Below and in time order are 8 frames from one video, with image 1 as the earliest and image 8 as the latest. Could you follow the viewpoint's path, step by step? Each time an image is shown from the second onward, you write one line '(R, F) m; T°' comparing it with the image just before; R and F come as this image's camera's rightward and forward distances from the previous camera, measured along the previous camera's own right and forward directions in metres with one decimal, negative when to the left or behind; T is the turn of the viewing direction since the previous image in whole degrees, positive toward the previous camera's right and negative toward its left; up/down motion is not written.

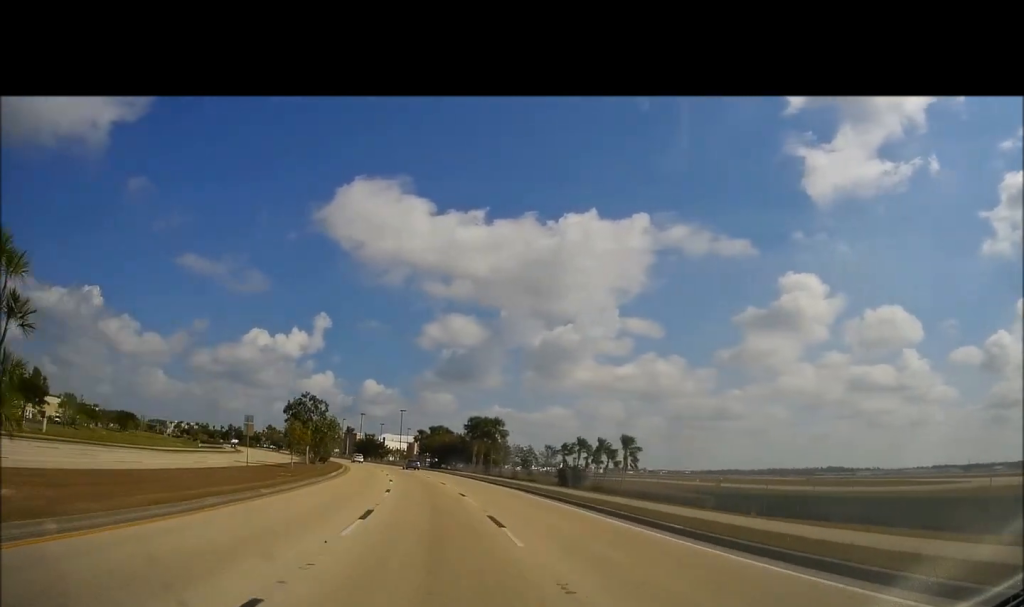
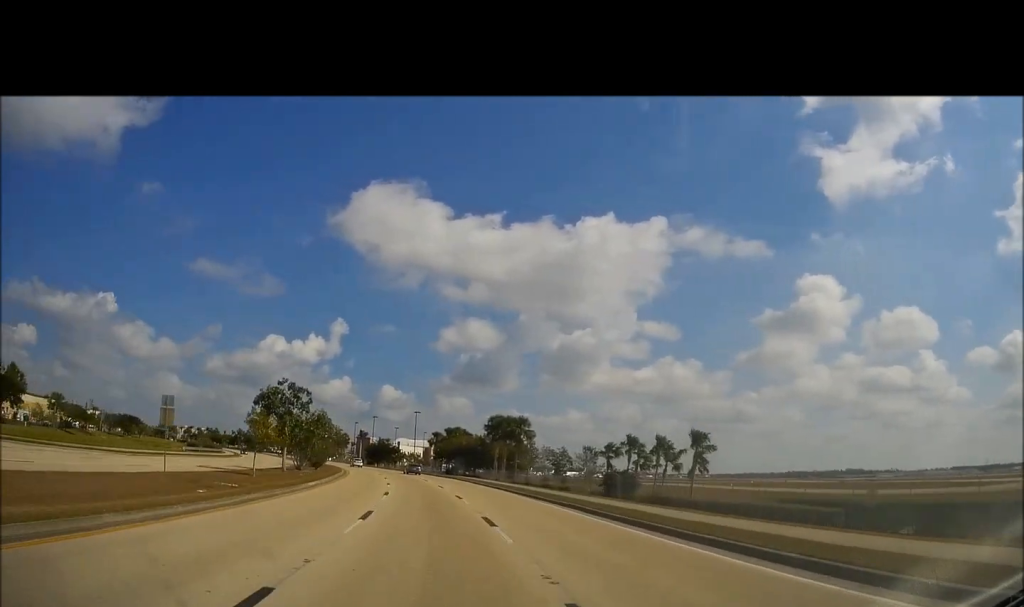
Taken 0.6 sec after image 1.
(-0.2, +11.2) m; -2°
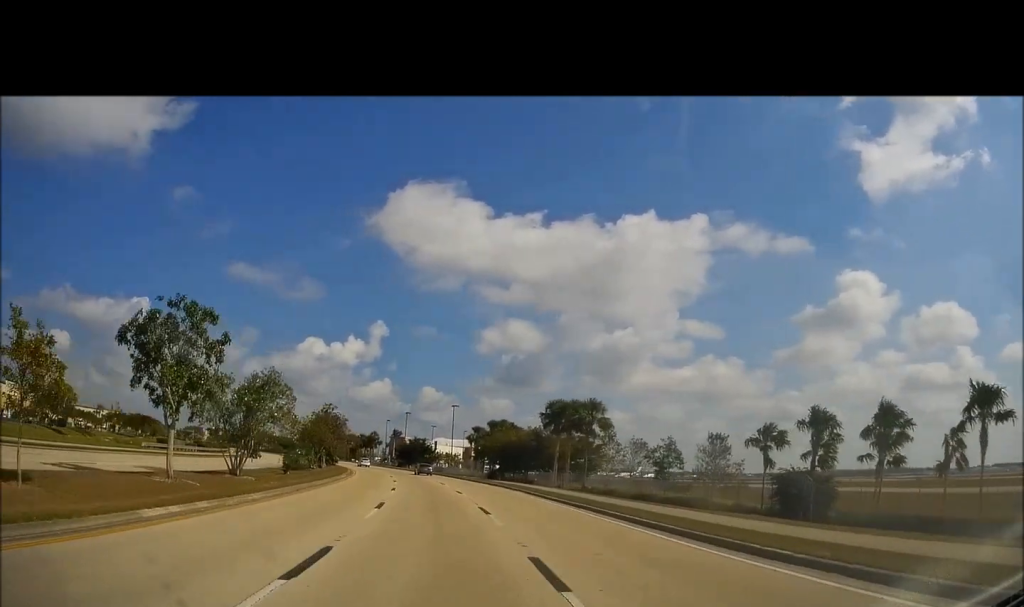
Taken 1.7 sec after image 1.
(-0.5, +20.5) m; -2°
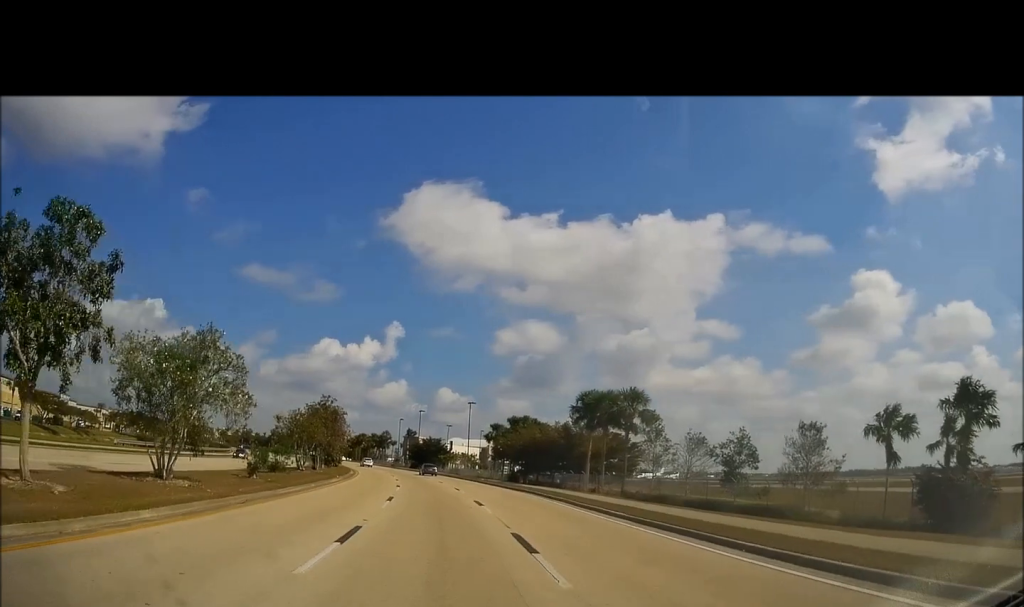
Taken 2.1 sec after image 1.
(-0.1, +8.1) m; -1°
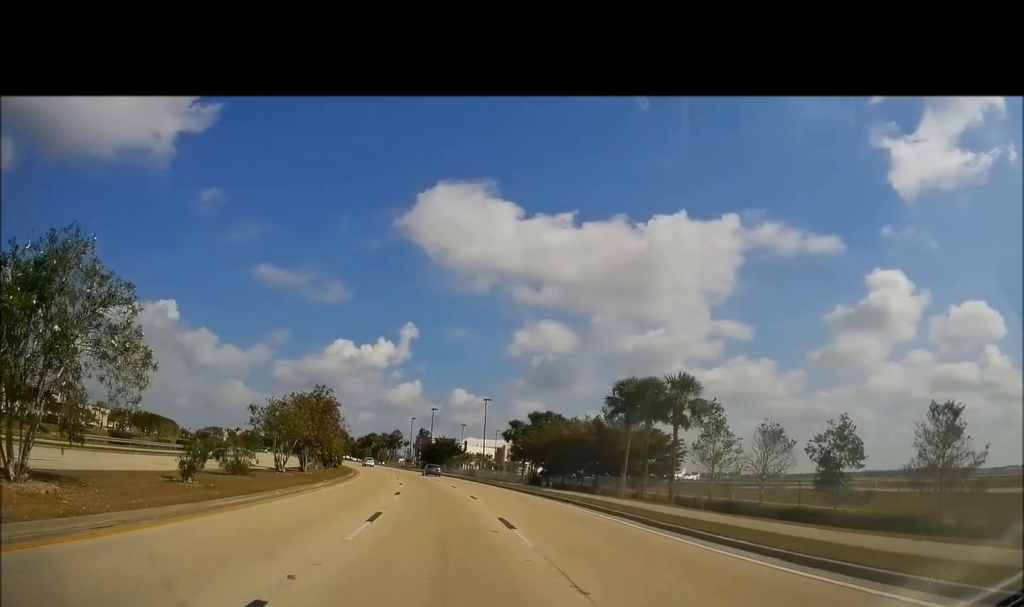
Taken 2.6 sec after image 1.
(0.0, +8.1) m; -2°
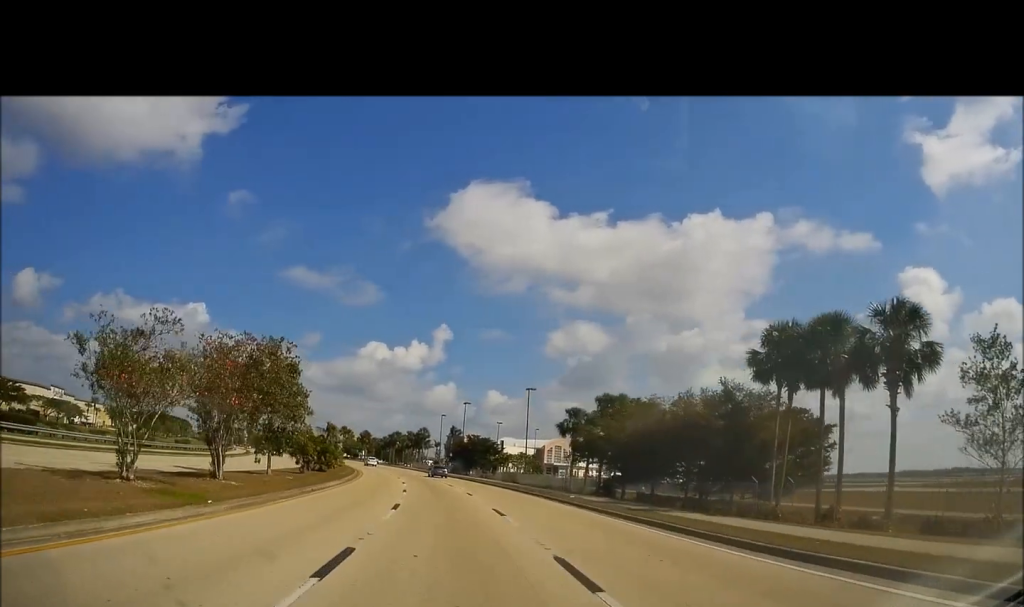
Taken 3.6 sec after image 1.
(-0.7, +19.9) m; -3°
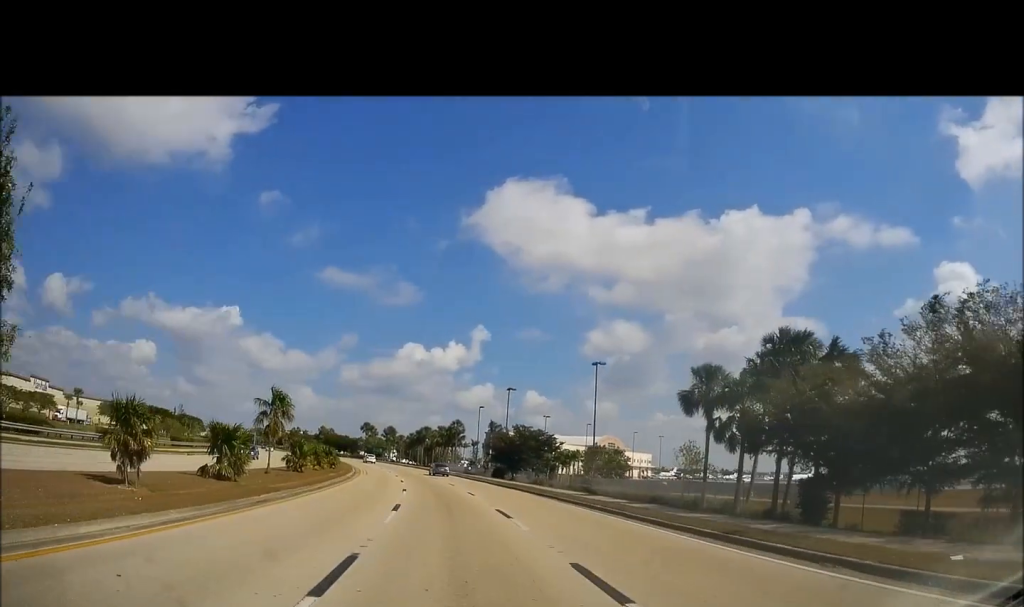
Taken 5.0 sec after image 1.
(-0.2, +25.4) m; -2°
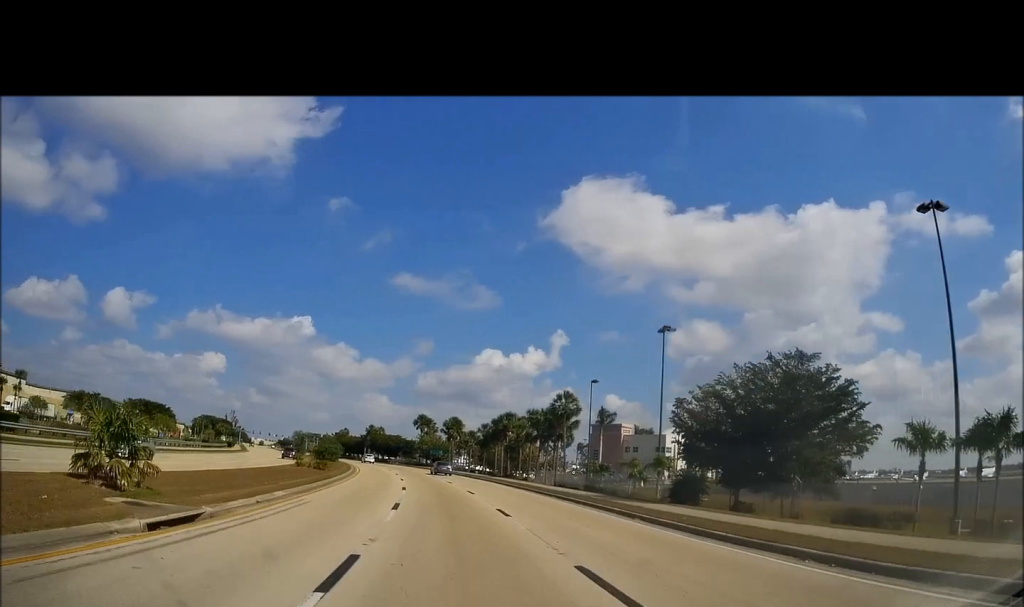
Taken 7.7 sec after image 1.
(-4.9, +48.4) m; -10°
